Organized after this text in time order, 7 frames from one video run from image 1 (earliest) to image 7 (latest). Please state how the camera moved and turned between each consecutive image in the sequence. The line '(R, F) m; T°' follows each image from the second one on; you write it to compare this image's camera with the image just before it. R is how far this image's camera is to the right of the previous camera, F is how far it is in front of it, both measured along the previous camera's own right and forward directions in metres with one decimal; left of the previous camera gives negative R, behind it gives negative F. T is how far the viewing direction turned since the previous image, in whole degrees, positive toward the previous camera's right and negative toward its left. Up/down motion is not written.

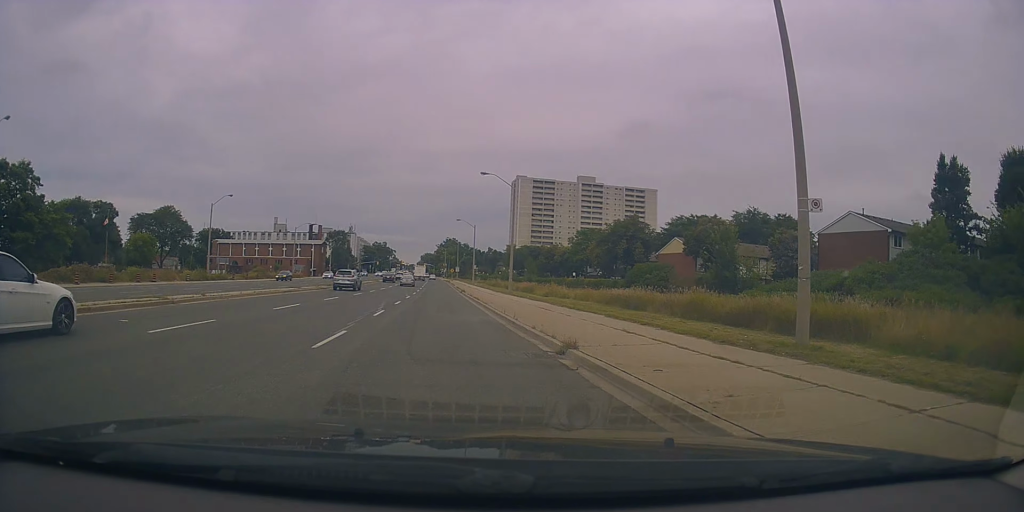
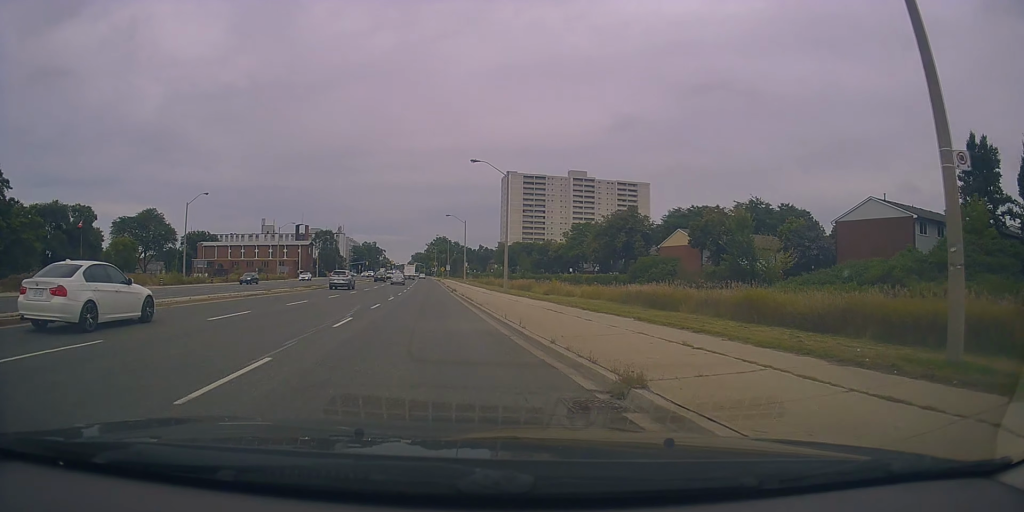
(+0.3, +4.7) m; +2°
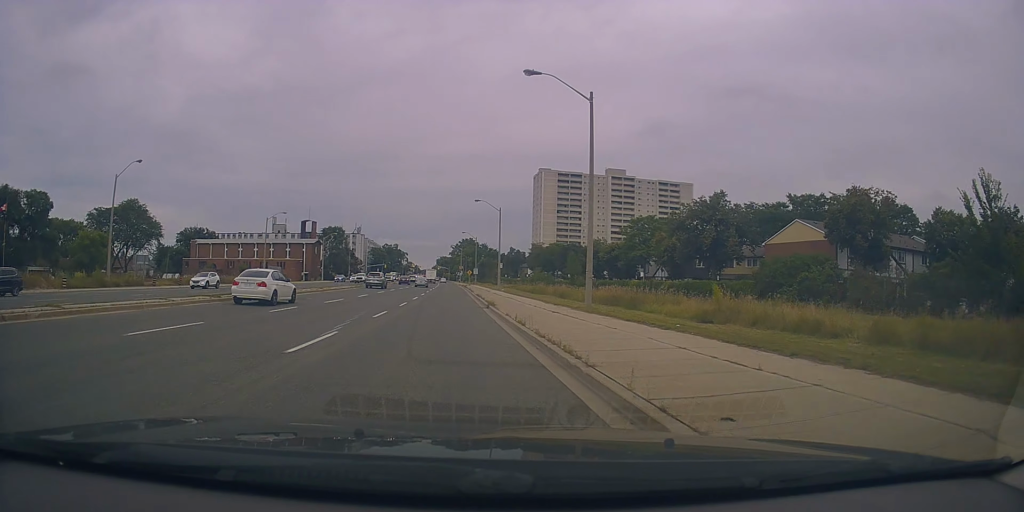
(-0.1, +22.2) m; 0°
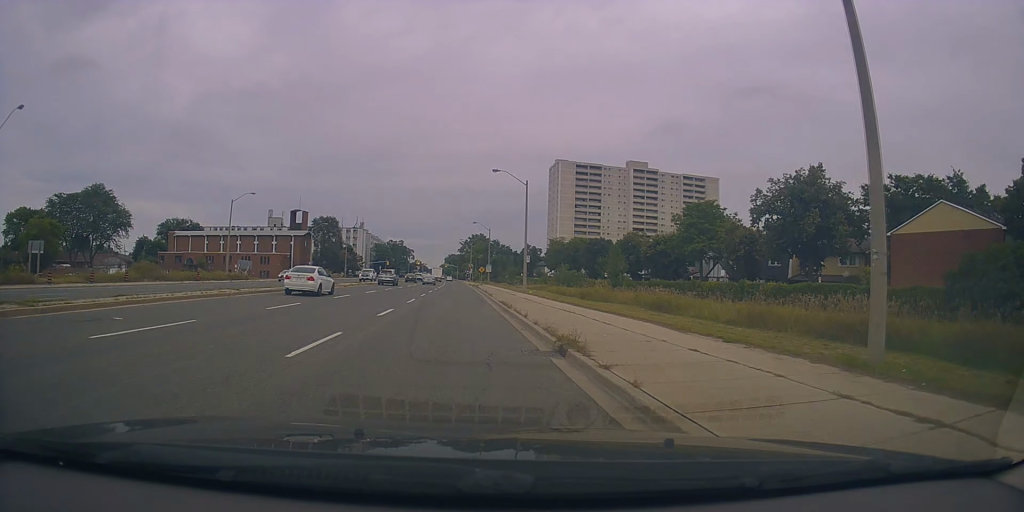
(+0.7, +18.3) m; -1°
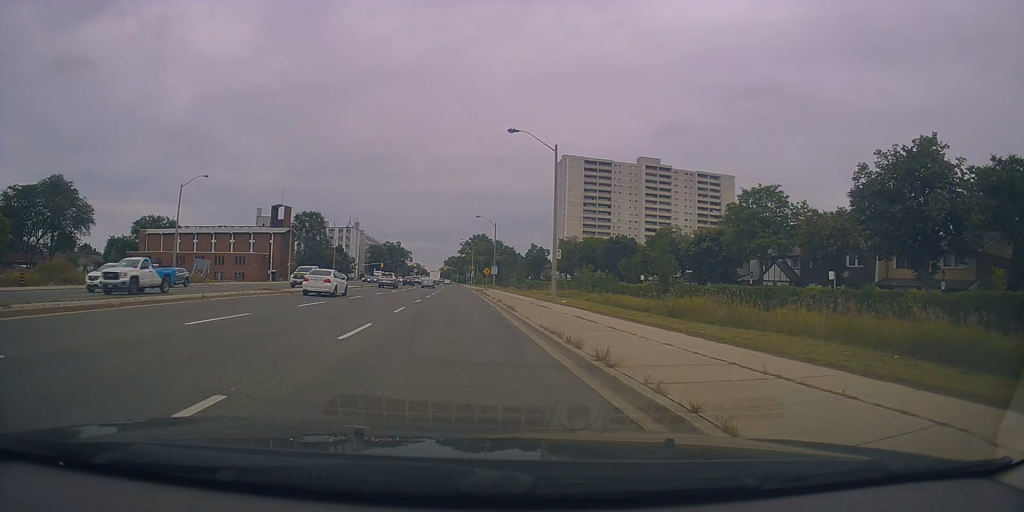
(-0.9, +15.0) m; -2°
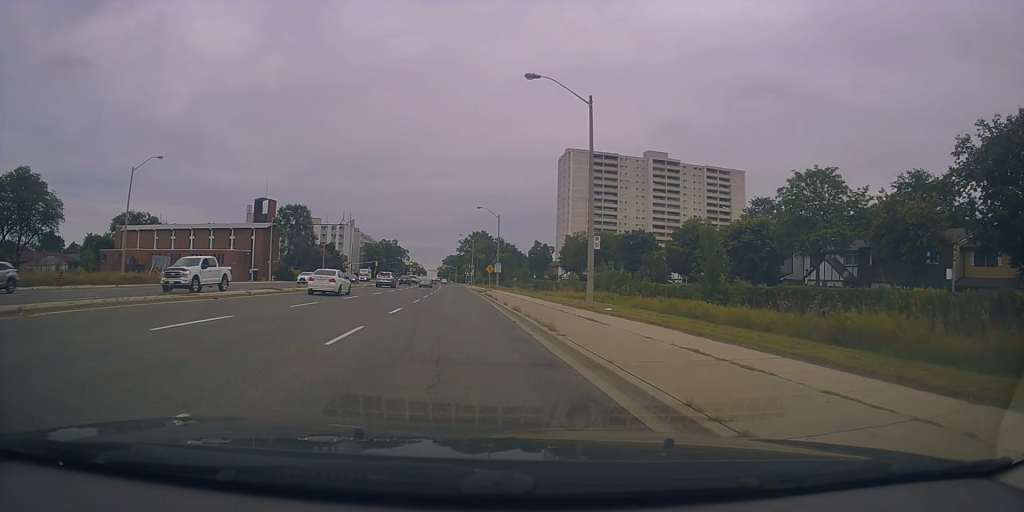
(+0.2, +10.3) m; 0°
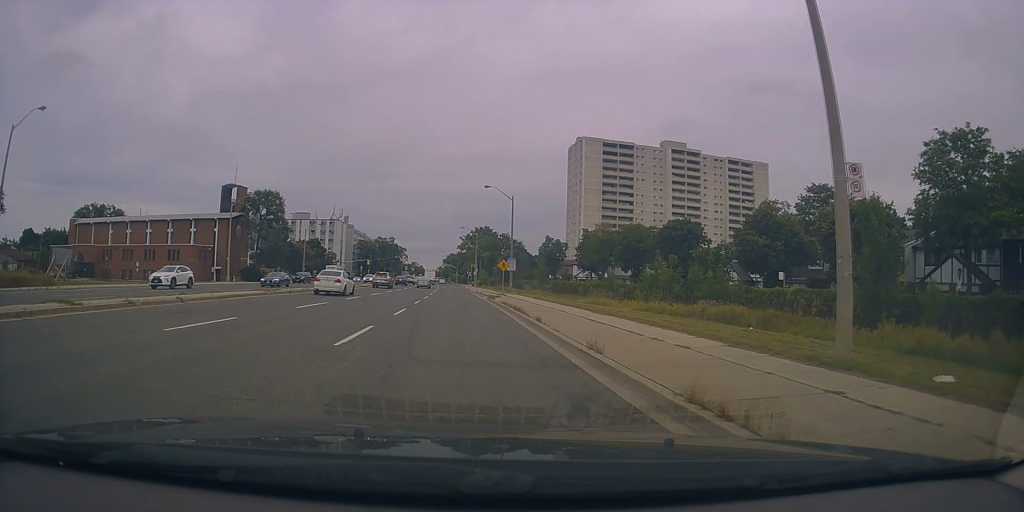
(+0.1, +18.0) m; +1°
